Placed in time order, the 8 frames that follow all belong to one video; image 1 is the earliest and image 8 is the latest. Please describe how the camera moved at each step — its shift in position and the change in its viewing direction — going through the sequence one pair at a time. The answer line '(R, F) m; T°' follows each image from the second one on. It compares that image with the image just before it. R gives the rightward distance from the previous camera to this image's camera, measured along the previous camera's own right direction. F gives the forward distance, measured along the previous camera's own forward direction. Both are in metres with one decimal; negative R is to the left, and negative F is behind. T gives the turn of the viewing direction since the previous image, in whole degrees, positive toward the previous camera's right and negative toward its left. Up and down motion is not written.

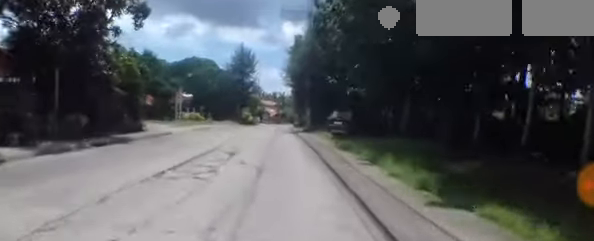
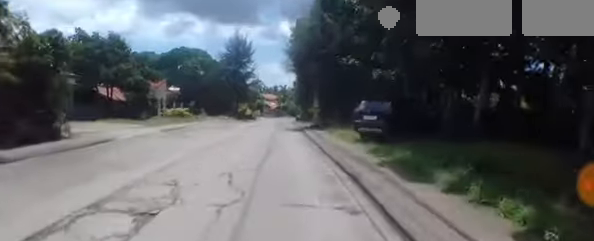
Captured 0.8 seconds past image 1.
(0.0, +6.4) m; -2°
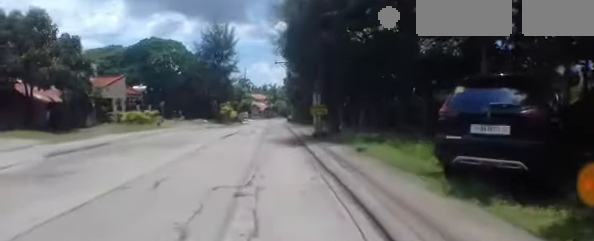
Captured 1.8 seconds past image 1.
(-0.3, +7.2) m; -3°
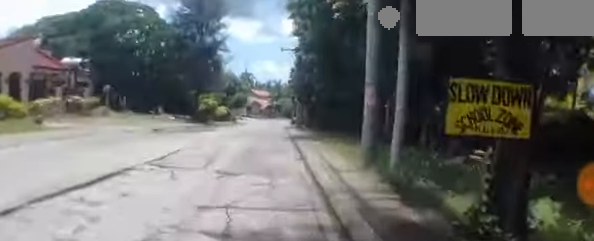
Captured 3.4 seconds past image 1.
(+0.2, +11.2) m; +3°
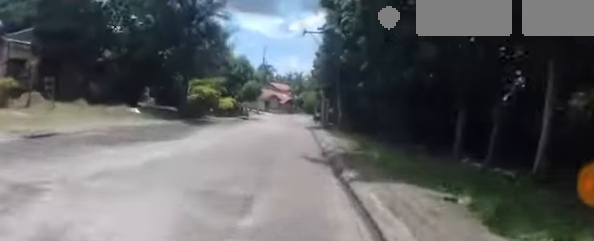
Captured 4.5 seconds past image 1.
(+0.1, +7.5) m; -2°
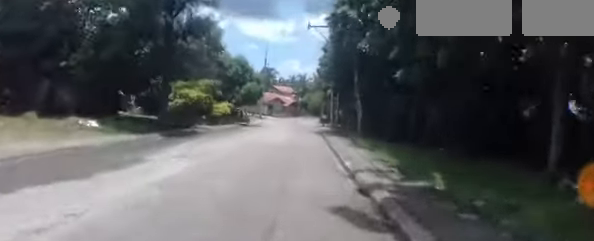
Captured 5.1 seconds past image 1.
(-0.1, +3.1) m; -2°
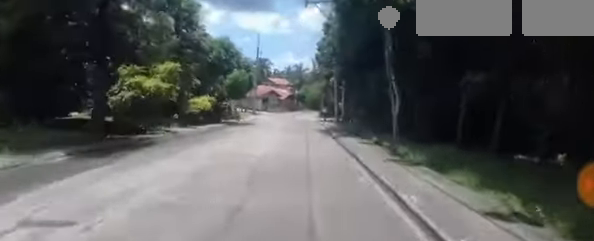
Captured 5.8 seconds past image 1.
(-0.1, +4.5) m; +4°
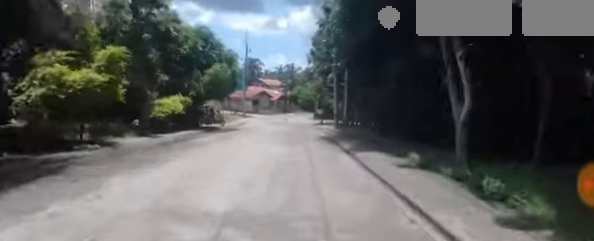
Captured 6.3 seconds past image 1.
(+0.1, +3.2) m; +3°
